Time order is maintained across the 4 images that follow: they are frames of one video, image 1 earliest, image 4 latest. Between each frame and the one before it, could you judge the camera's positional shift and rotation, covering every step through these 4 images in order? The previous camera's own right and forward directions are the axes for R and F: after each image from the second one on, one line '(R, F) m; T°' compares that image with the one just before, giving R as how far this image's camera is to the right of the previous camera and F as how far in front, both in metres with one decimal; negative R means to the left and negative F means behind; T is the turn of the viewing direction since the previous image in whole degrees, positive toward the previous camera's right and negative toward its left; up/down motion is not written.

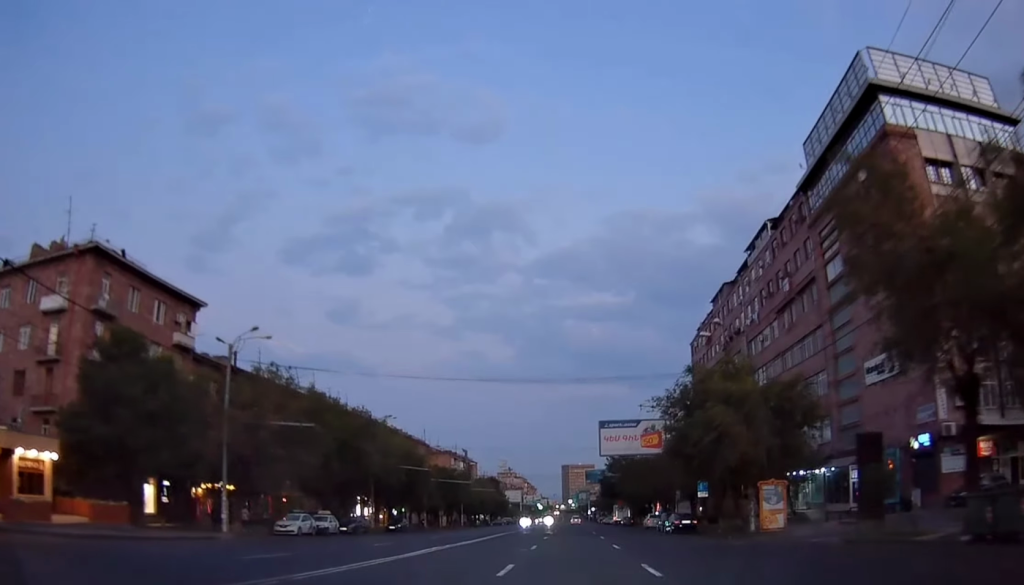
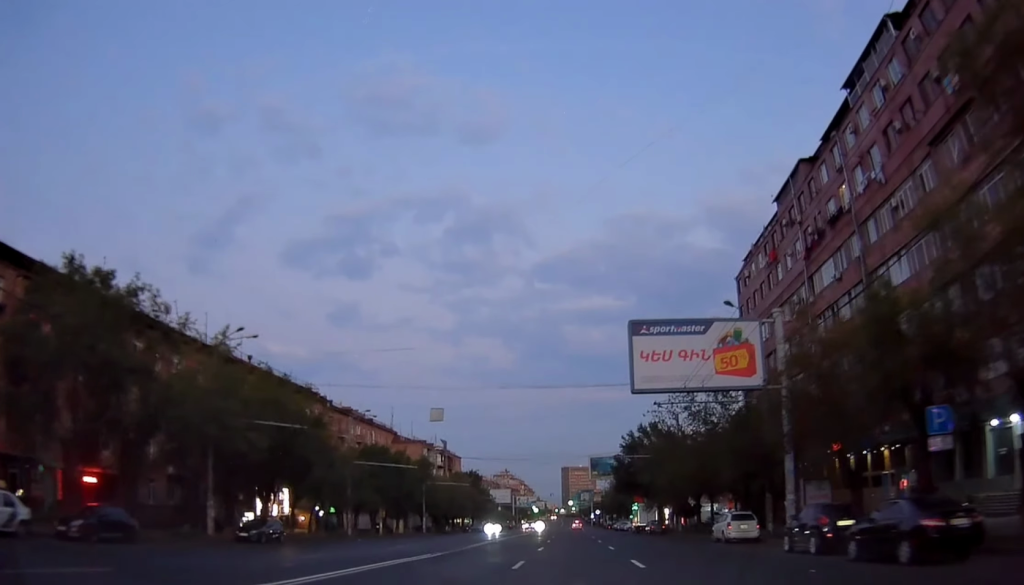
(0.0, +32.7) m; 0°
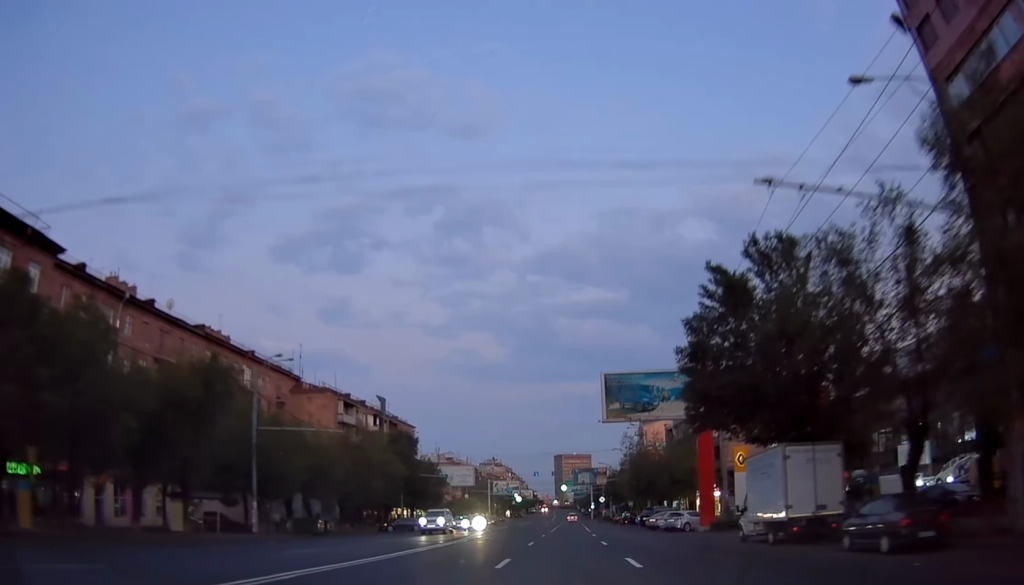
(0.0, +49.6) m; 0°
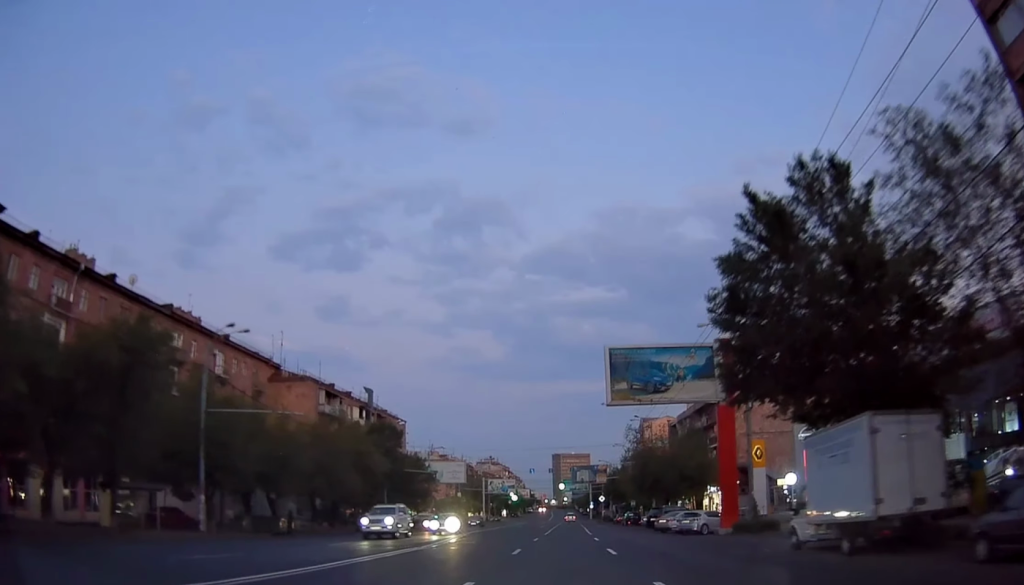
(0.0, +6.8) m; 0°
